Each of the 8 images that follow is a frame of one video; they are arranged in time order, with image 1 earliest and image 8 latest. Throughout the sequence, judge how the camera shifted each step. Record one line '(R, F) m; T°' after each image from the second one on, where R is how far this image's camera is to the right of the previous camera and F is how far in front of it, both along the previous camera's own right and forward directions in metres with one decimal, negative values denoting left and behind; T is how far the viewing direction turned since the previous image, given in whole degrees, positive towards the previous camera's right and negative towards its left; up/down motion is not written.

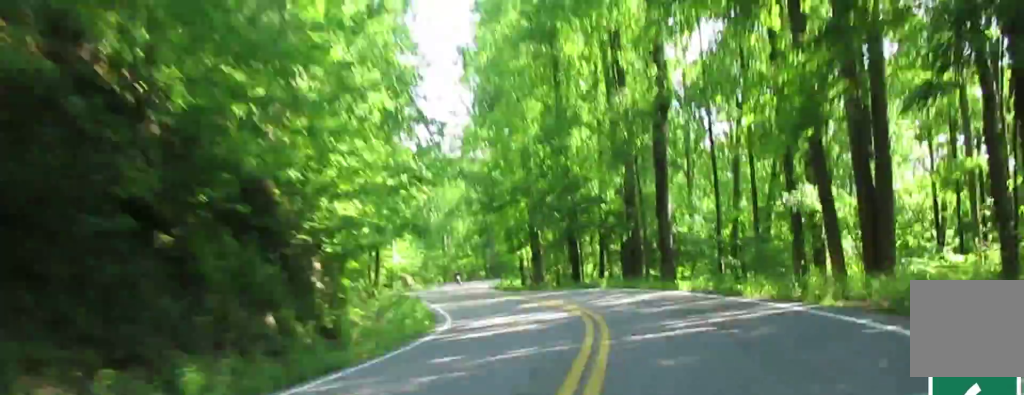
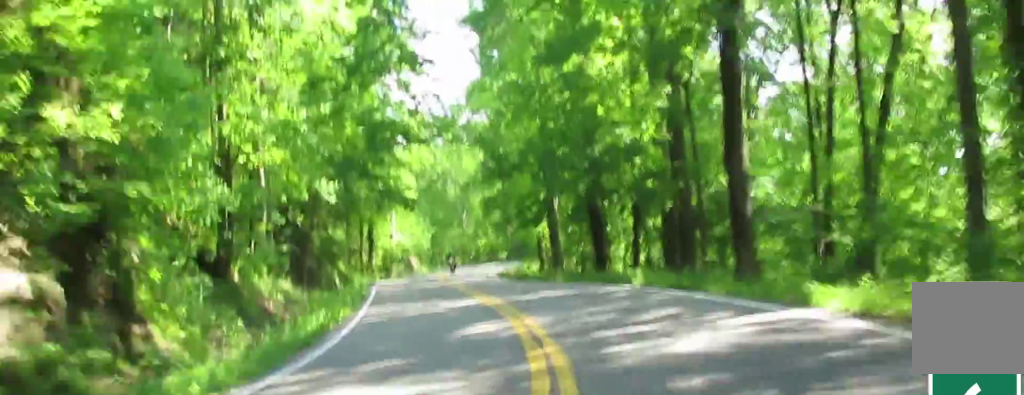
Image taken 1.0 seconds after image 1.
(-5.1, +36.5) m; -10°
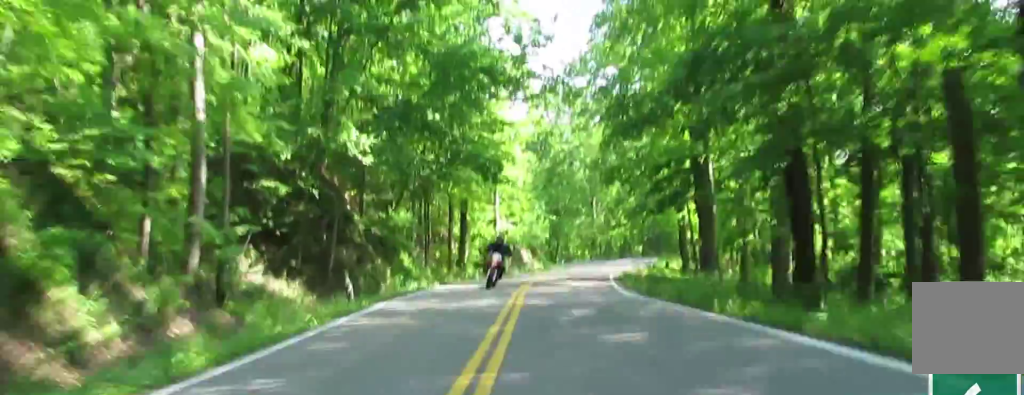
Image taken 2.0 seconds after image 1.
(-1.4, +32.4) m; -2°
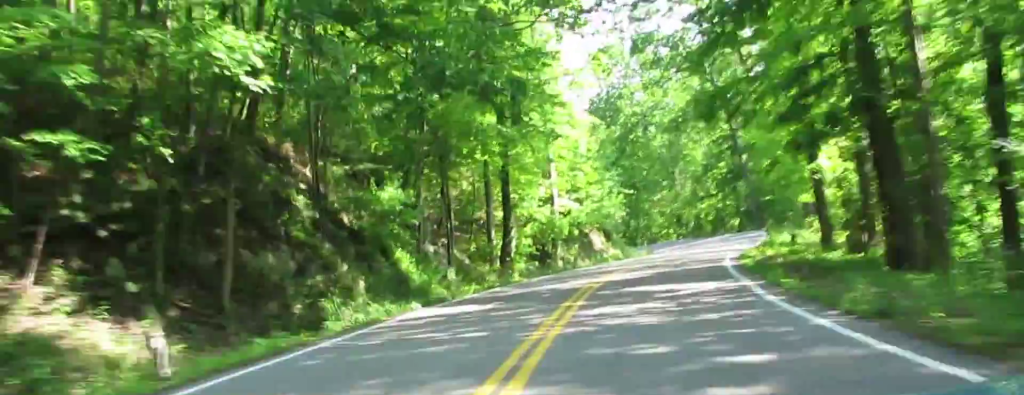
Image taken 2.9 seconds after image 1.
(+0.1, +21.1) m; -3°
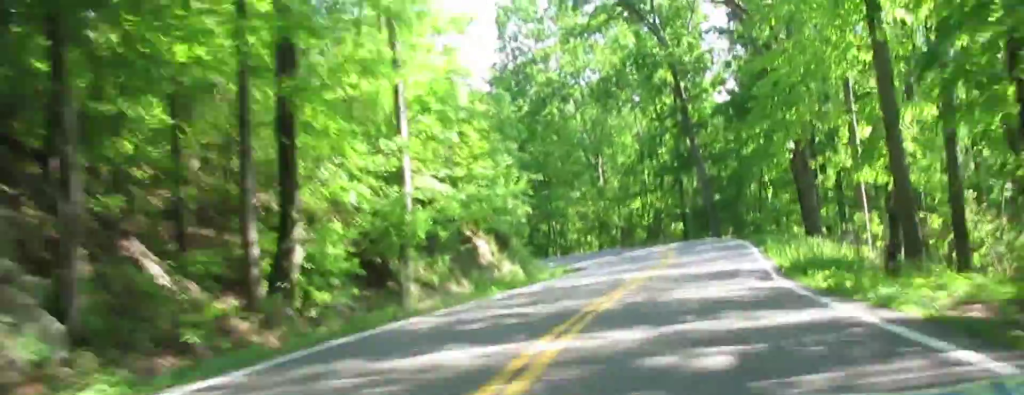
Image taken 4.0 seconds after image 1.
(-1.4, +19.6) m; -10°
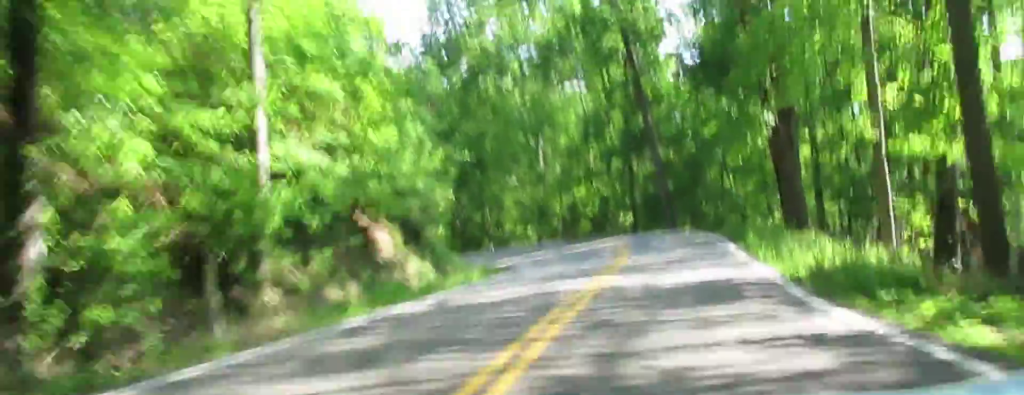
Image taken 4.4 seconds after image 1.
(-0.3, +6.2) m; -5°
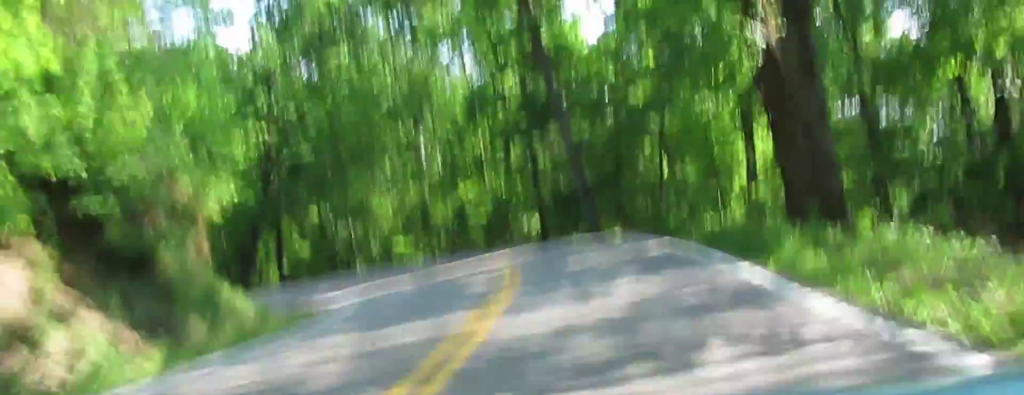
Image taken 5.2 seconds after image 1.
(-0.4, +10.1) m; -10°
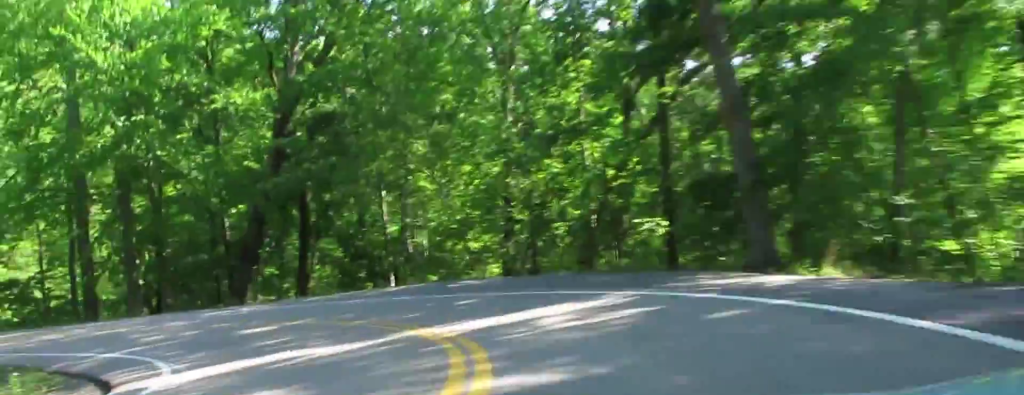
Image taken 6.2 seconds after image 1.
(-1.6, +11.8) m; -31°
